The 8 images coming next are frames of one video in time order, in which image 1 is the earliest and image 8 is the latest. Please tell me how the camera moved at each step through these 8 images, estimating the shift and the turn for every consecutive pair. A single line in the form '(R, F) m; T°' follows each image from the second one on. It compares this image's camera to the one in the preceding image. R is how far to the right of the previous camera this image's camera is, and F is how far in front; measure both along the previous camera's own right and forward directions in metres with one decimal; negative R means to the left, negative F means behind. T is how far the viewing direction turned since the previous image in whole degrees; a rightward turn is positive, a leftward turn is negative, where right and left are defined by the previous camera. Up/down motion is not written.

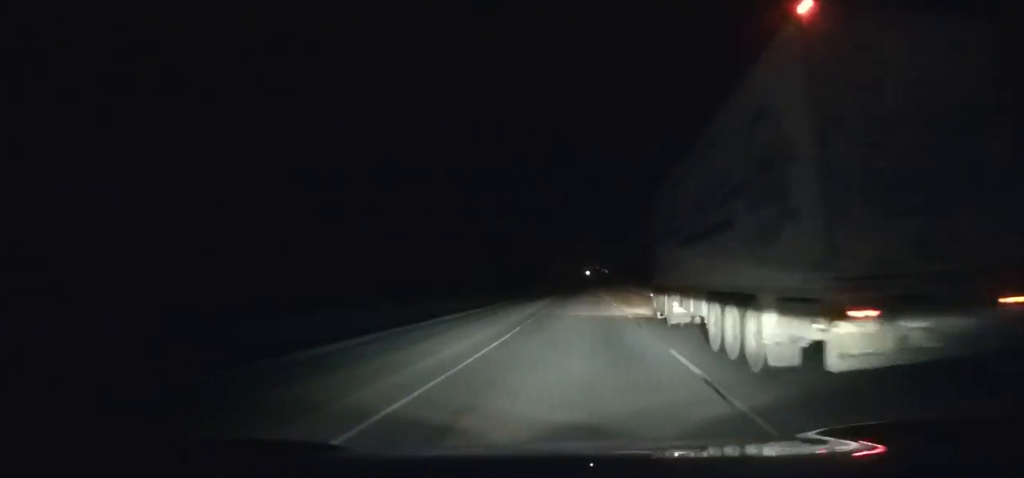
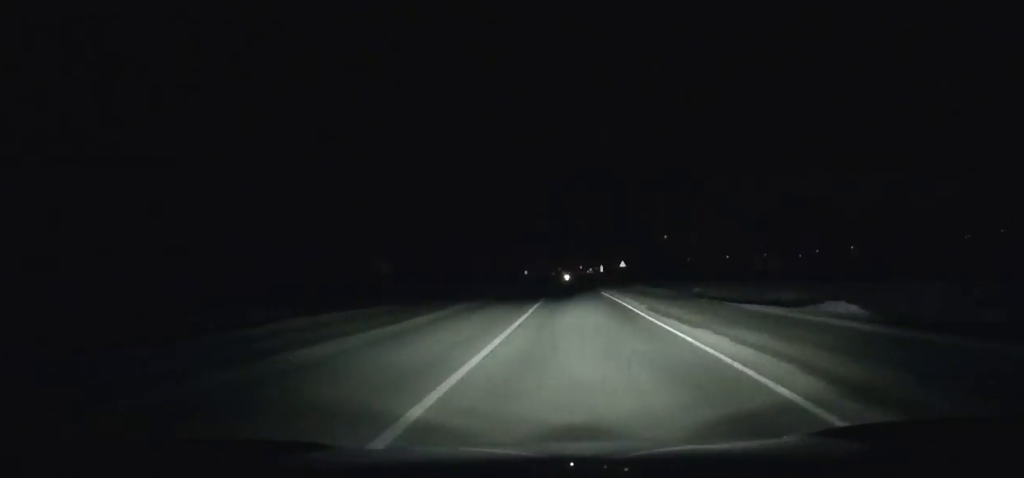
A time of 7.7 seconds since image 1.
(+4.2, +218.2) m; +1°
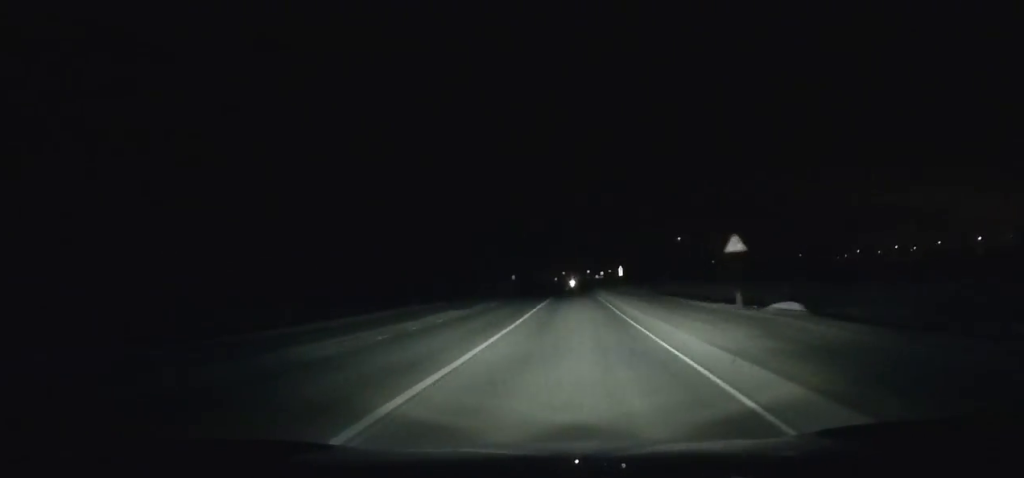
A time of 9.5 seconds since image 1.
(-0.3, +51.8) m; 0°
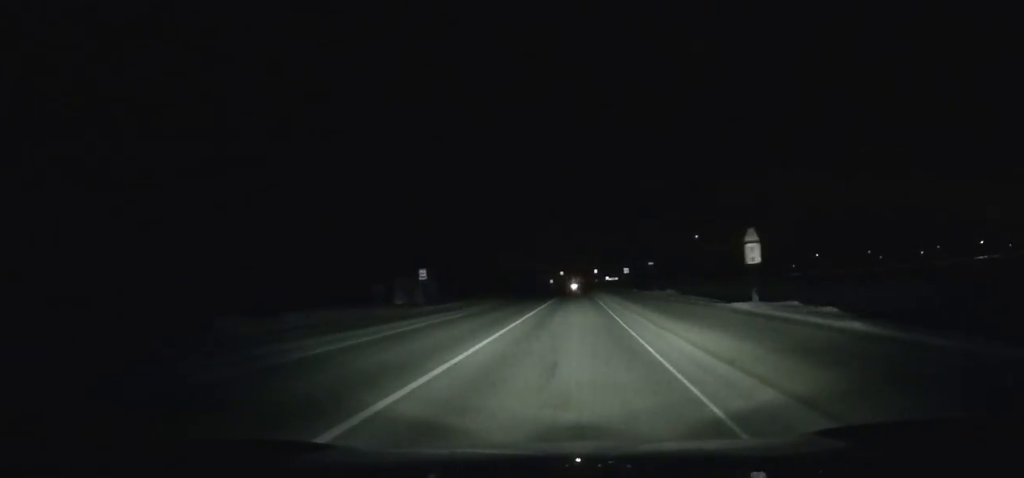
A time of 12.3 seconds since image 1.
(-0.4, +79.4) m; 0°
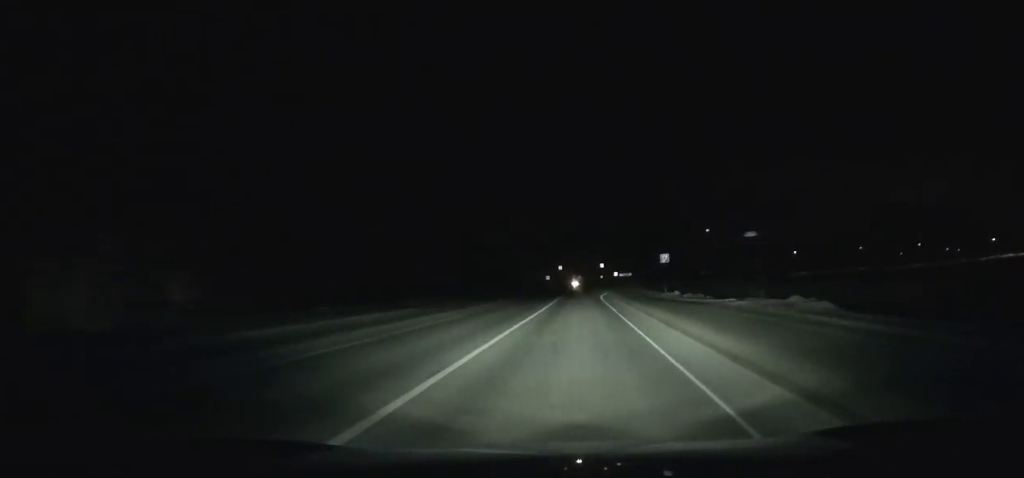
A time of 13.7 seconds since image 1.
(0.0, +39.0) m; 0°
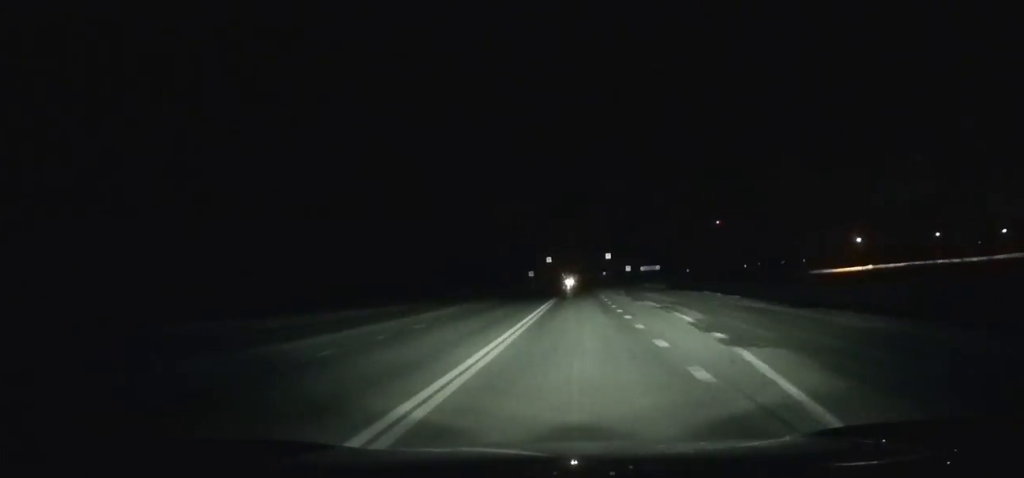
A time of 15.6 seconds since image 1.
(+0.2, +52.2) m; +1°
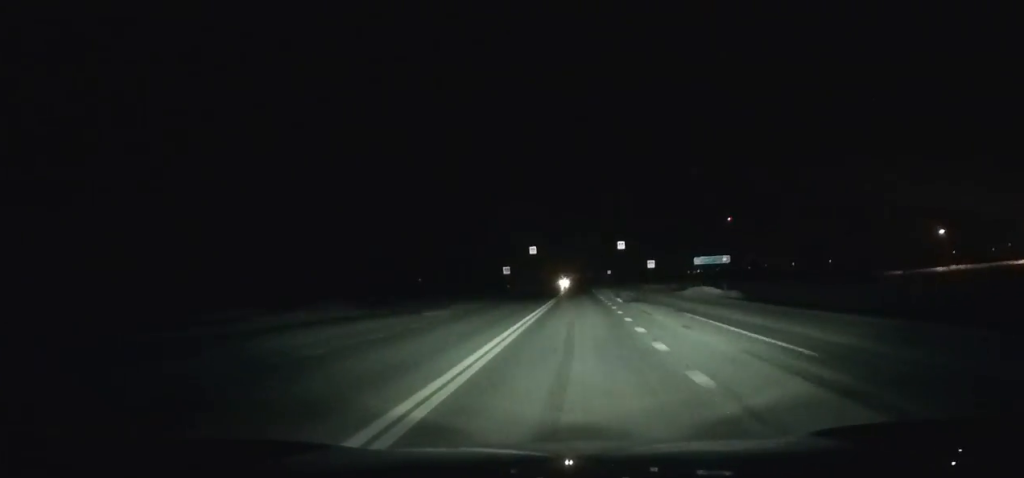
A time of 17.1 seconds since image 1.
(+0.2, +40.3) m; 0°
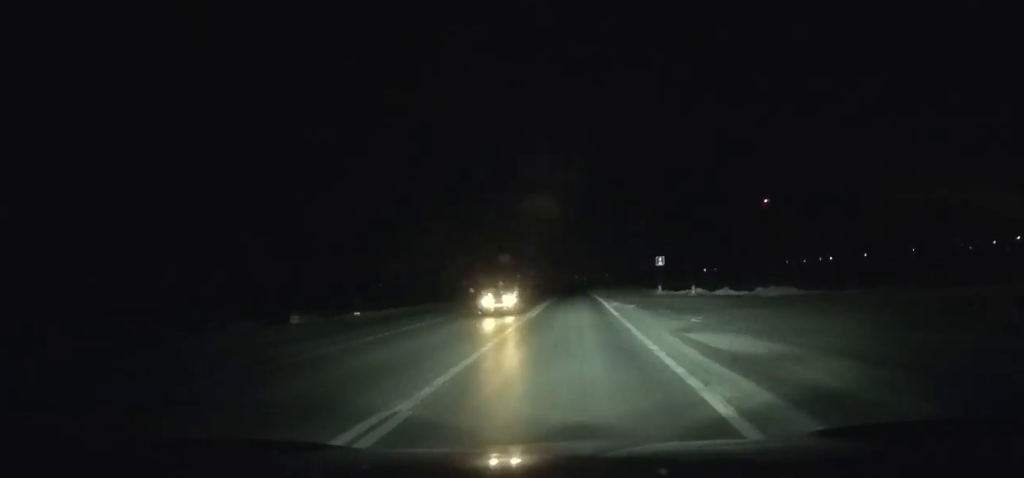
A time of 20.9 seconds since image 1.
(+0.5, +99.5) m; 0°
